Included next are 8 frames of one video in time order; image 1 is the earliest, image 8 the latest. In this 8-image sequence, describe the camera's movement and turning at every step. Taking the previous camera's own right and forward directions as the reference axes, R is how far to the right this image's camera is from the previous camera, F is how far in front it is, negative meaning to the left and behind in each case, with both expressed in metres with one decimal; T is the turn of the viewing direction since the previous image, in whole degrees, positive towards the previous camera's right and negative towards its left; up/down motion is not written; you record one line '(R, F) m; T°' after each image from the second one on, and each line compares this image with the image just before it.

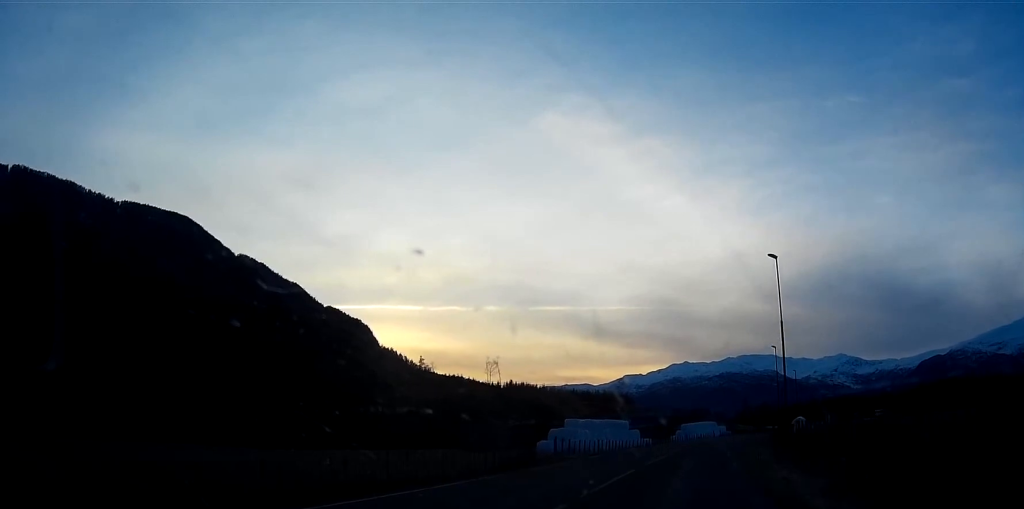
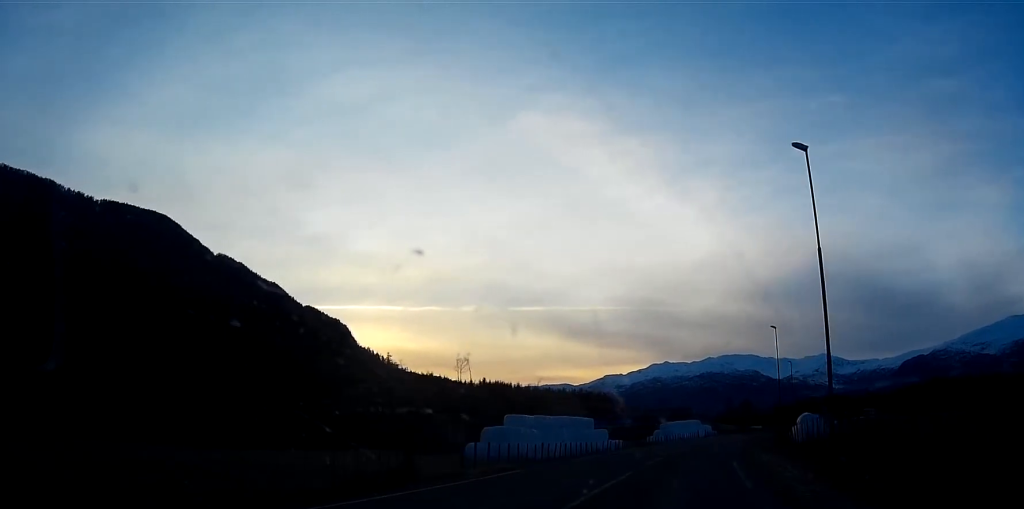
(+0.4, +15.8) m; +3°
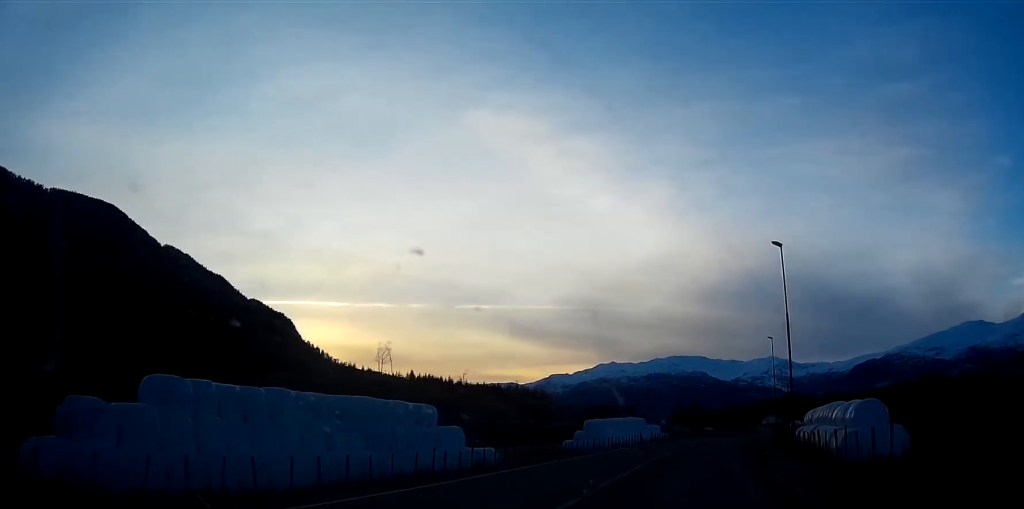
(+1.5, +30.8) m; +5°
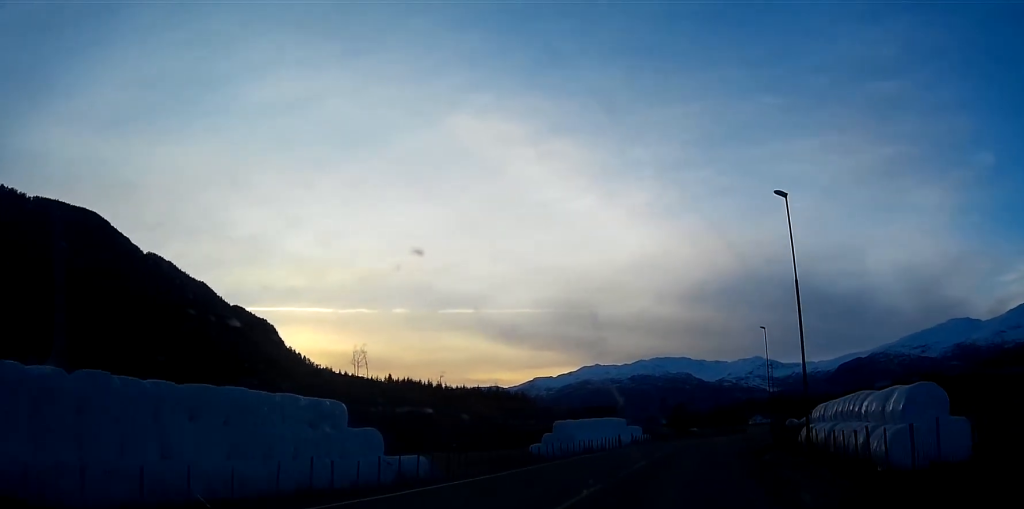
(0.0, +8.0) m; +1°
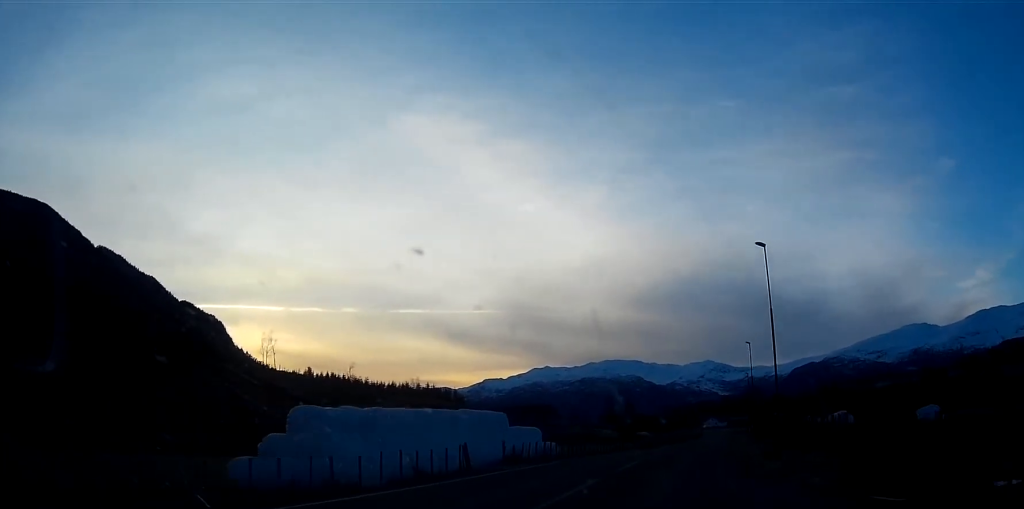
(+1.1, +33.3) m; +3°
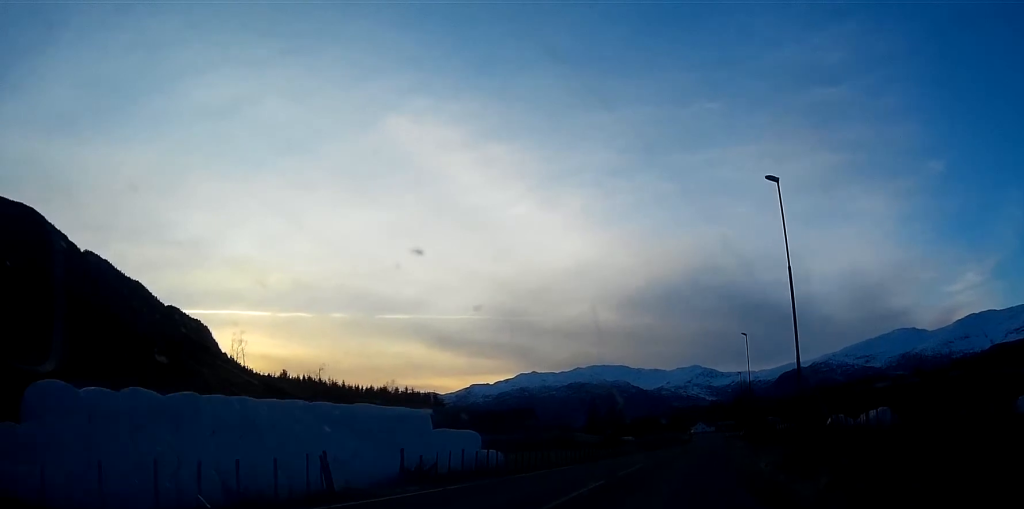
(+0.1, +10.8) m; +1°
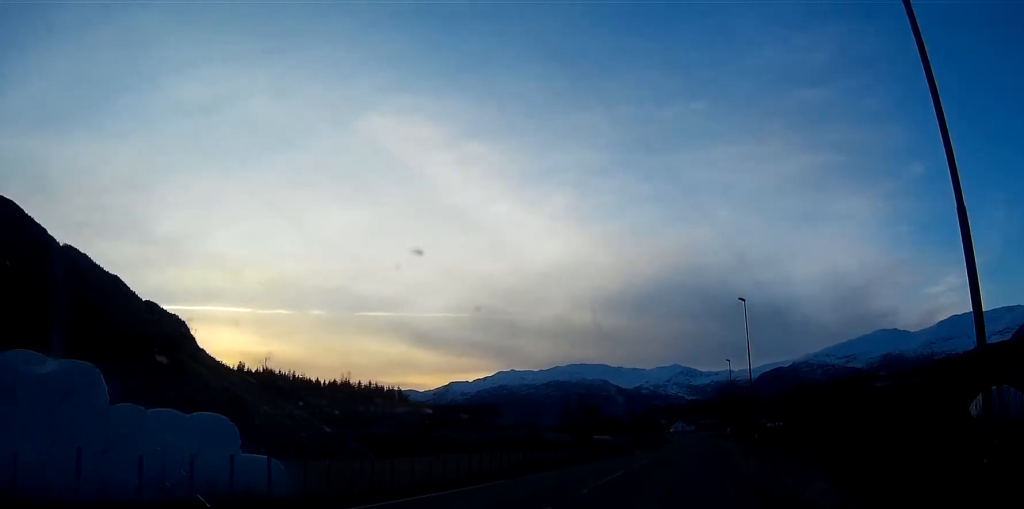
(+0.3, +18.0) m; +2°
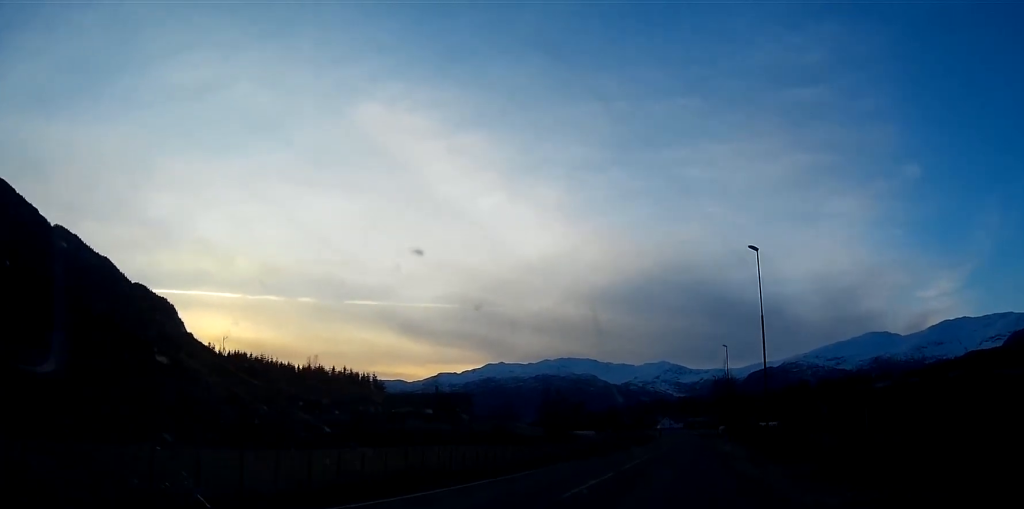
(+0.2, +14.3) m; +1°
